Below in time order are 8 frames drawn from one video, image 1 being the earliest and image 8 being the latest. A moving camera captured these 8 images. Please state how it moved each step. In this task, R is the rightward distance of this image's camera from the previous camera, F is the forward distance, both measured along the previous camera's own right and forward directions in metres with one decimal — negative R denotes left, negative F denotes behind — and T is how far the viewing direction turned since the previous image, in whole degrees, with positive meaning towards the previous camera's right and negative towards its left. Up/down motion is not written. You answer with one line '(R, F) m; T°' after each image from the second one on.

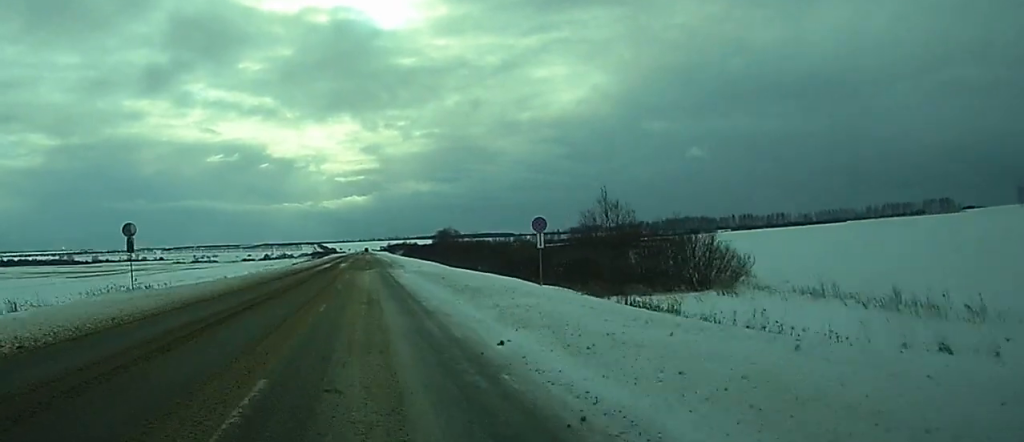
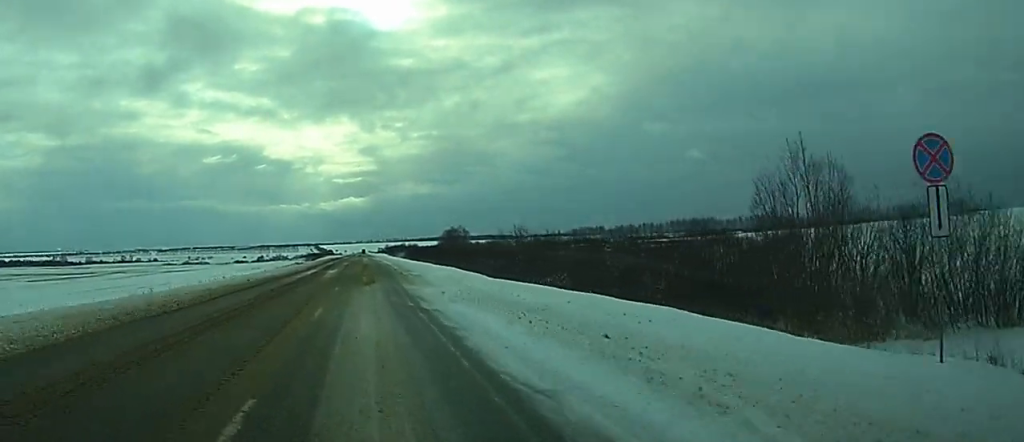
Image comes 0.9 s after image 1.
(0.0, +24.6) m; 0°
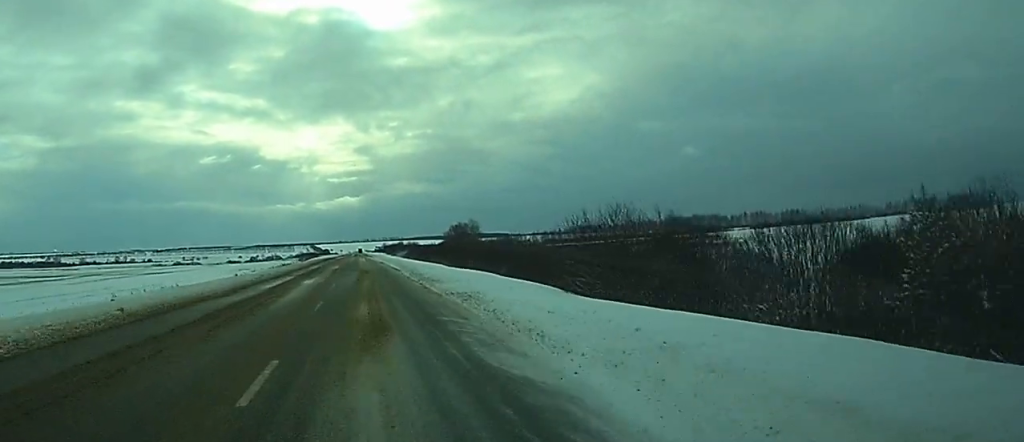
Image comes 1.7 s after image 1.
(0.0, +21.0) m; 0°
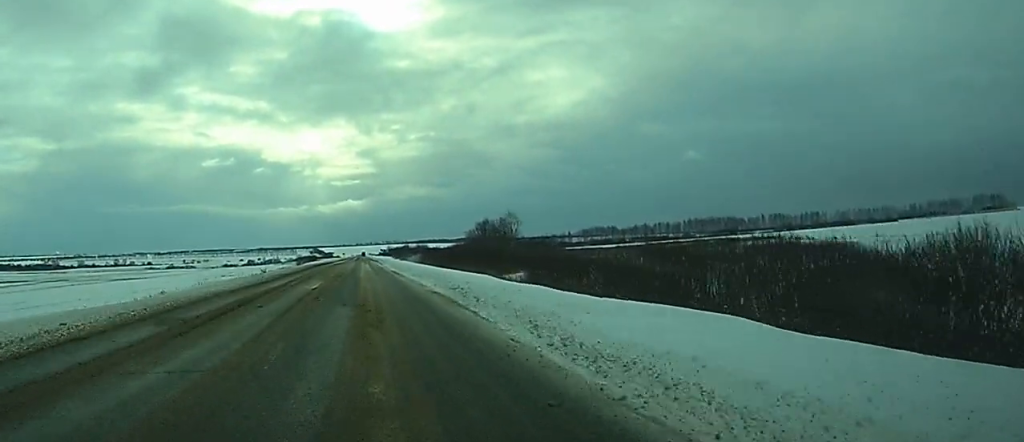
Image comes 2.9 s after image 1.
(0.0, +32.8) m; 0°
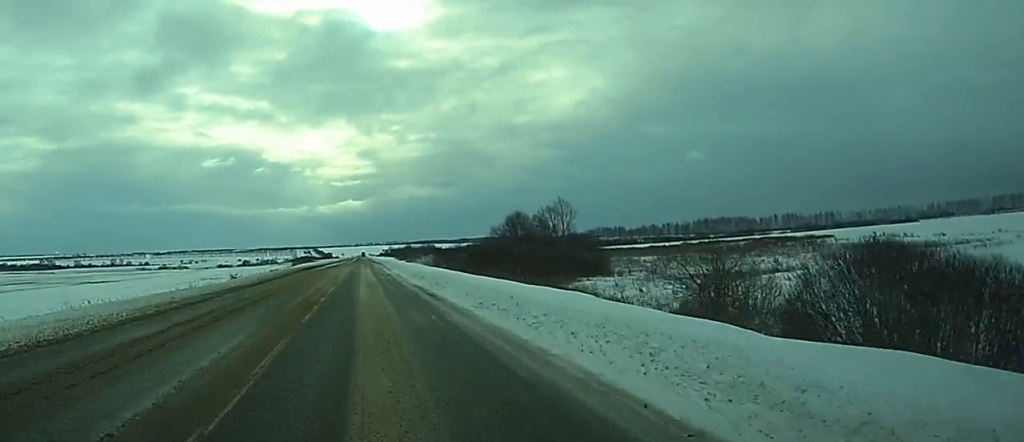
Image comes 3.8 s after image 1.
(0.0, +26.5) m; 0°
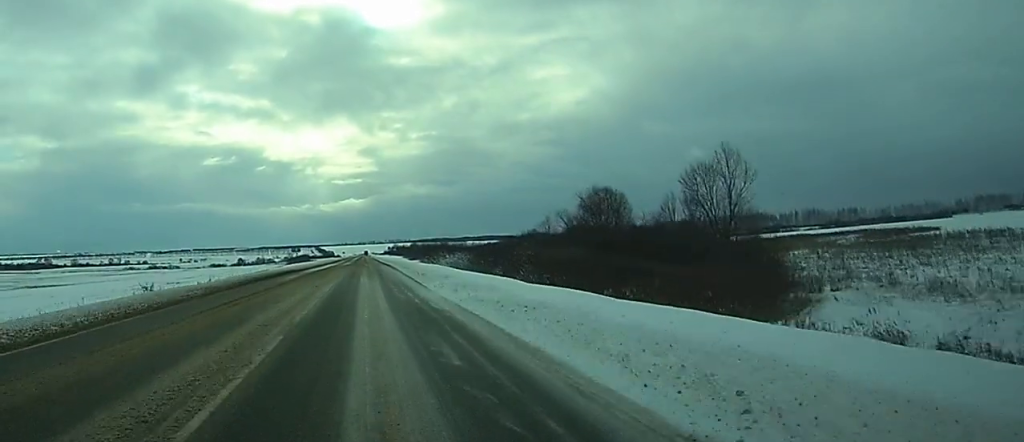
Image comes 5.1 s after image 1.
(0.0, +35.7) m; 0°
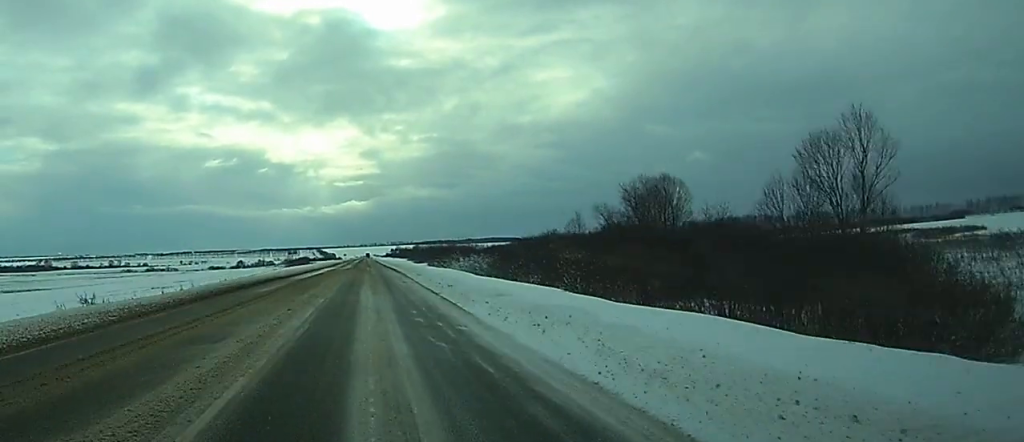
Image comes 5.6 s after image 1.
(0.0, +11.9) m; 0°
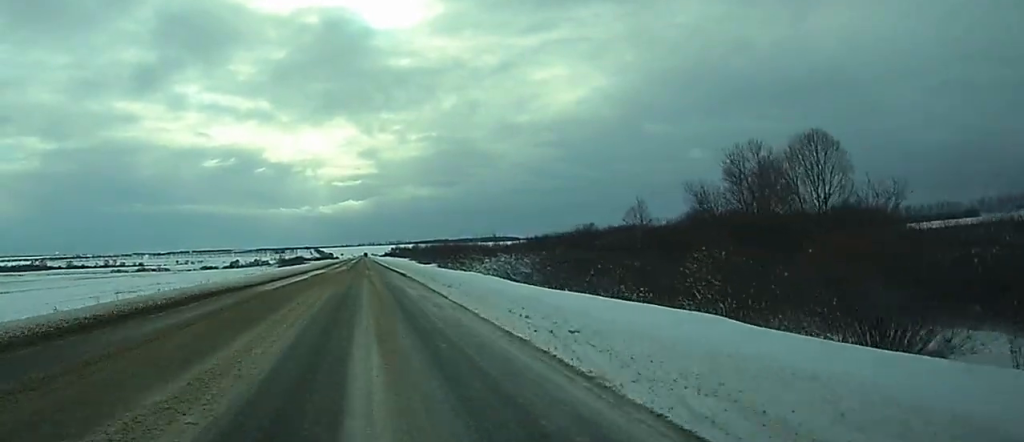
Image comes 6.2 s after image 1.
(0.0, +18.4) m; 0°
